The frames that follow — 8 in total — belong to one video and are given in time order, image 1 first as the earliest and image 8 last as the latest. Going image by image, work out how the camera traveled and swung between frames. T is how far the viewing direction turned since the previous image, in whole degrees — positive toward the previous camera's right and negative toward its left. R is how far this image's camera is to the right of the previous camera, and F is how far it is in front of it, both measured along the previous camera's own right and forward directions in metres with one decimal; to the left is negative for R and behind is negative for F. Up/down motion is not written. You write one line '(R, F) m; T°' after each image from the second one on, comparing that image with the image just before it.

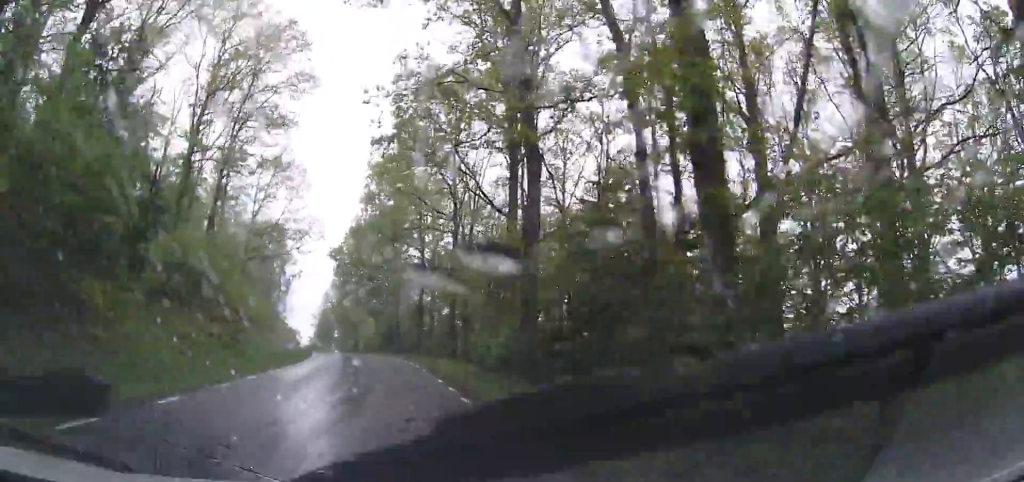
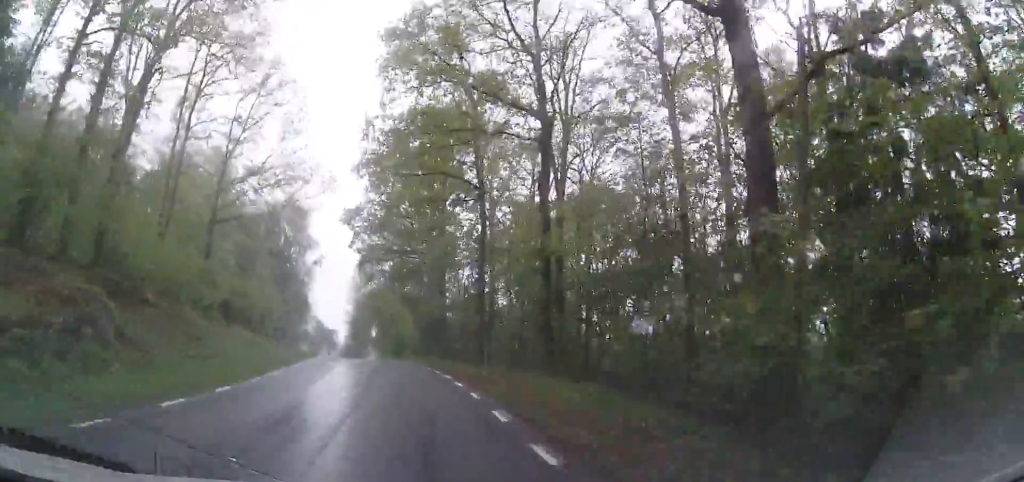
(-0.7, +16.5) m; -3°
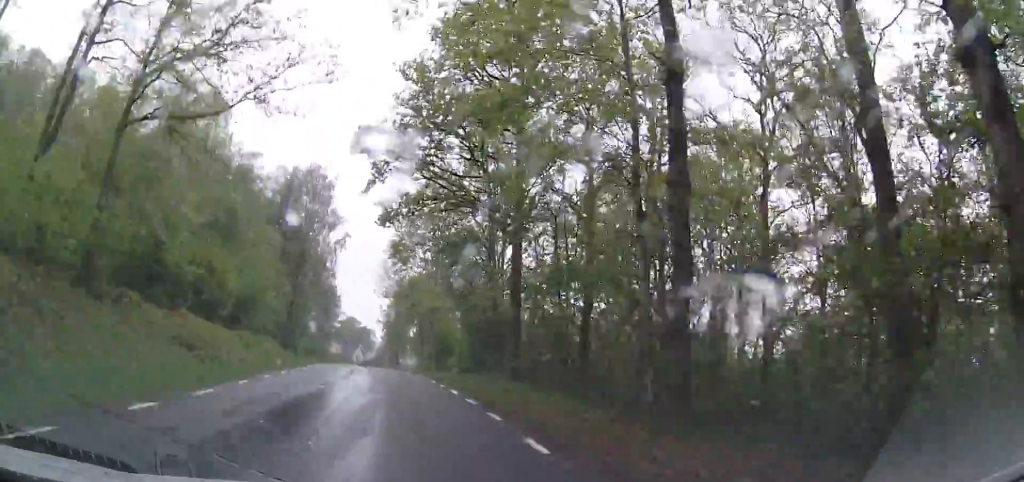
(-0.1, +14.1) m; 0°
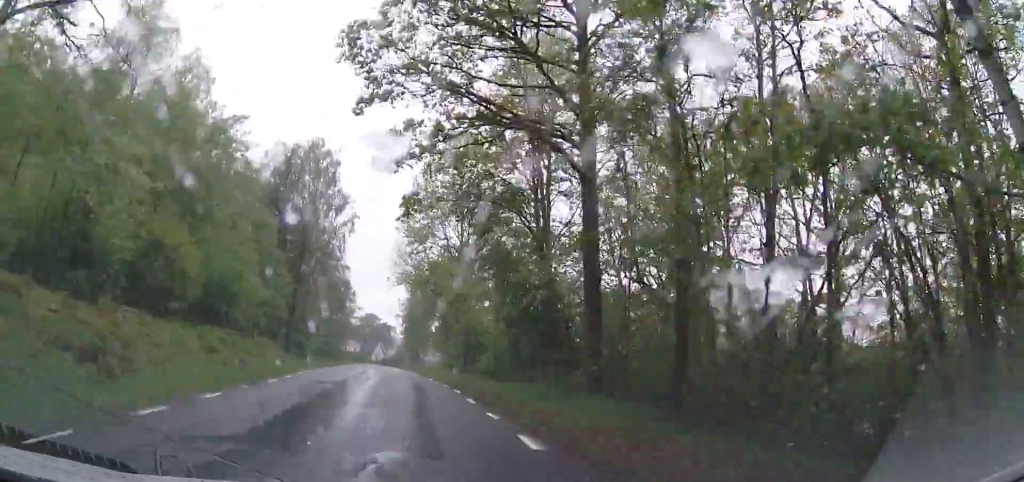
(+0.1, +7.0) m; 0°
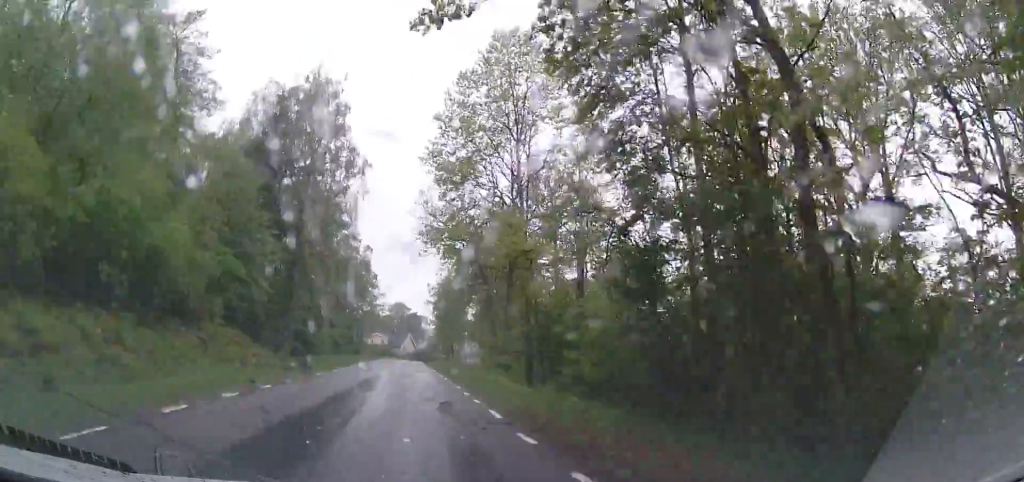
(0.0, +11.3) m; -1°
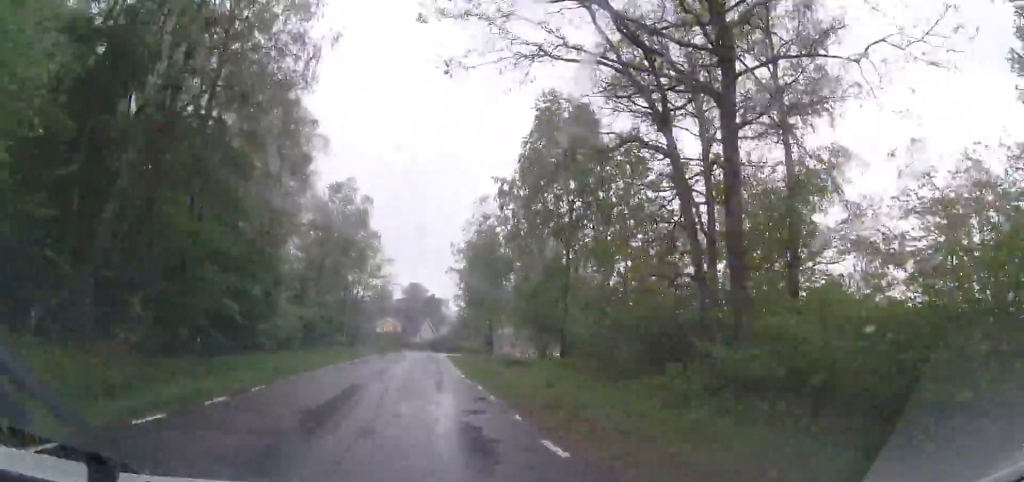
(-0.5, +22.3) m; -2°
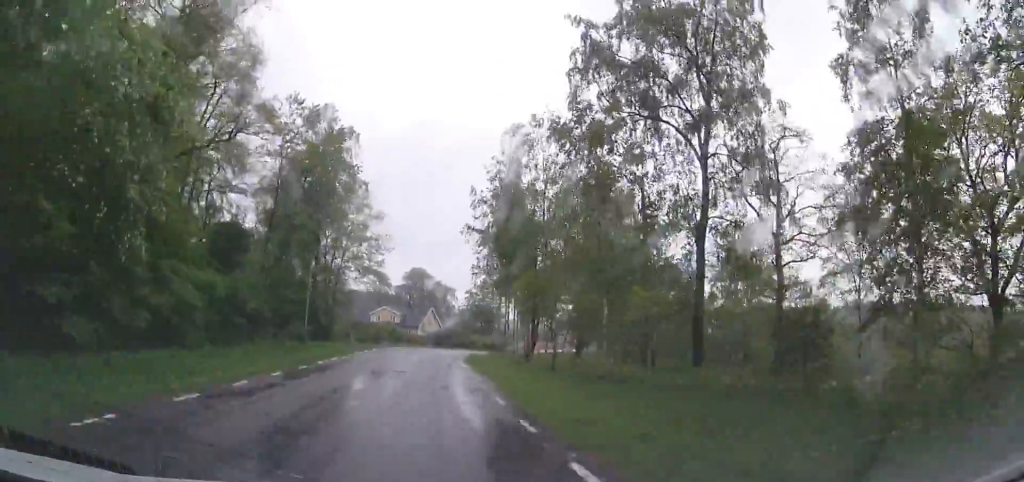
(-0.2, +18.9) m; -1°
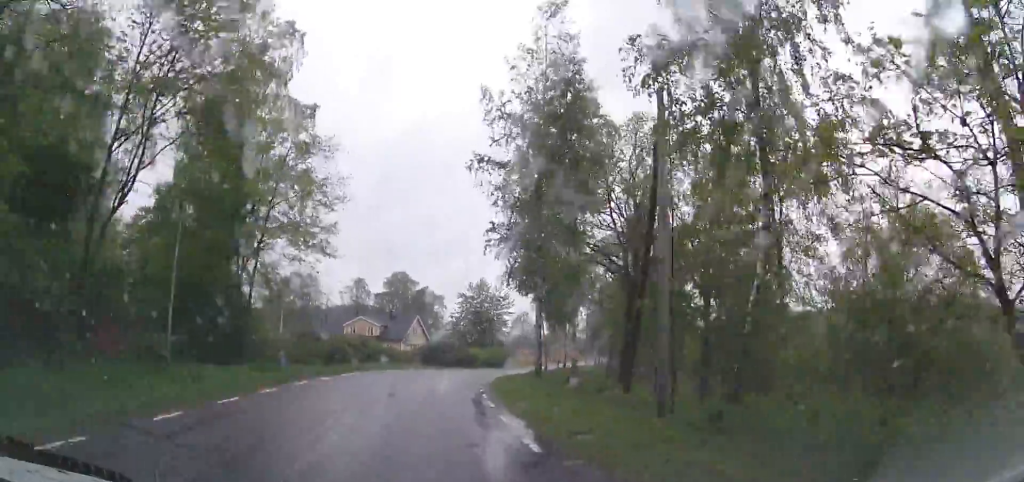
(-0.1, +18.6) m; 0°
